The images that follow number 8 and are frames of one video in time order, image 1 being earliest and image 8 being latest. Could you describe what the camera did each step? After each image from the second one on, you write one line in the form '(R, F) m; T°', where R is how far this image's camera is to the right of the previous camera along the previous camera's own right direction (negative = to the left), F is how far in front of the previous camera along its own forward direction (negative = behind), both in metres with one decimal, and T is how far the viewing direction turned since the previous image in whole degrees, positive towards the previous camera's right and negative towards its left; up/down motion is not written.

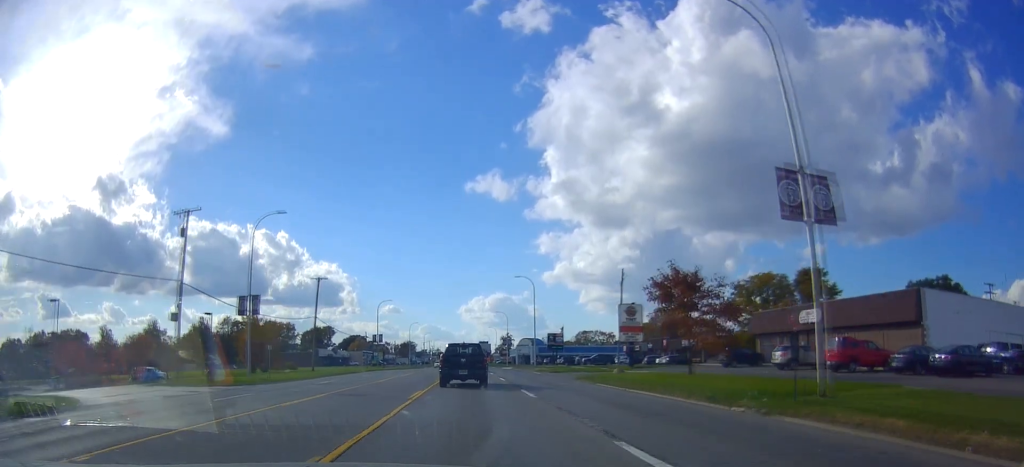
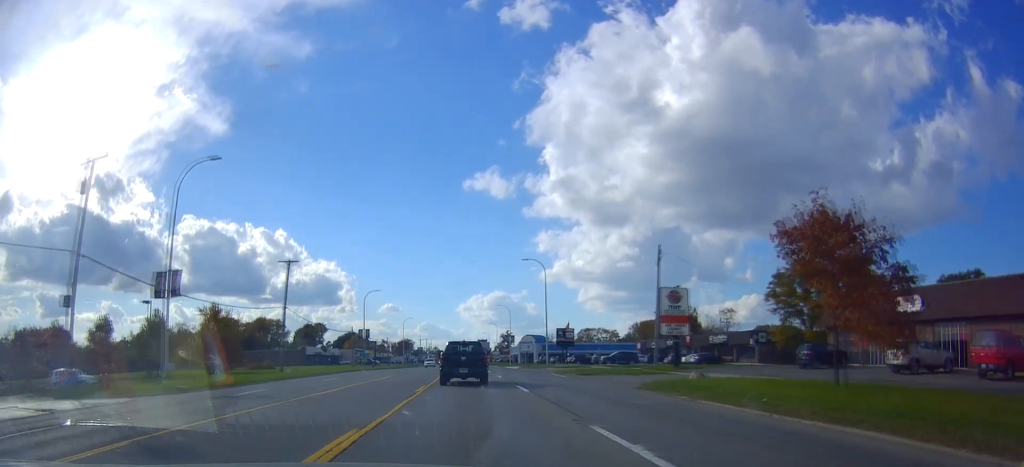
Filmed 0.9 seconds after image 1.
(-0.3, +12.6) m; -2°
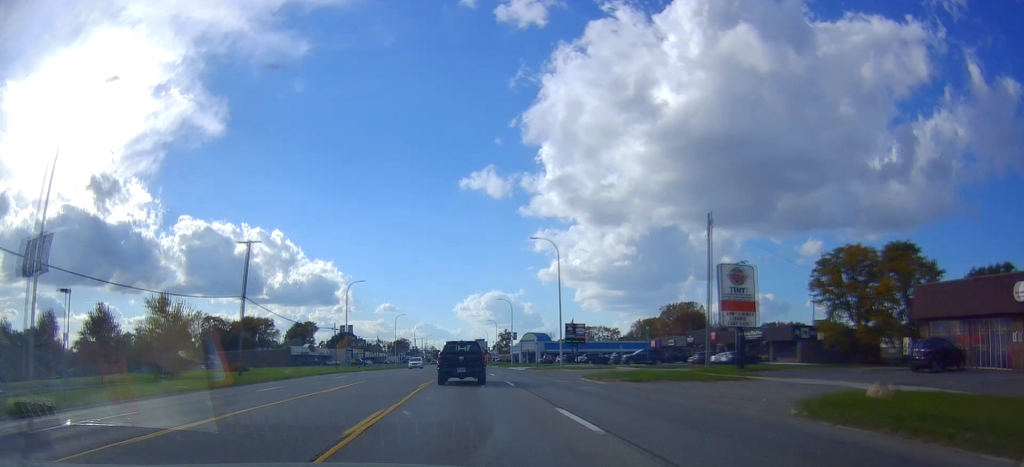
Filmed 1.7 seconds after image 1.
(-0.2, +11.8) m; -1°
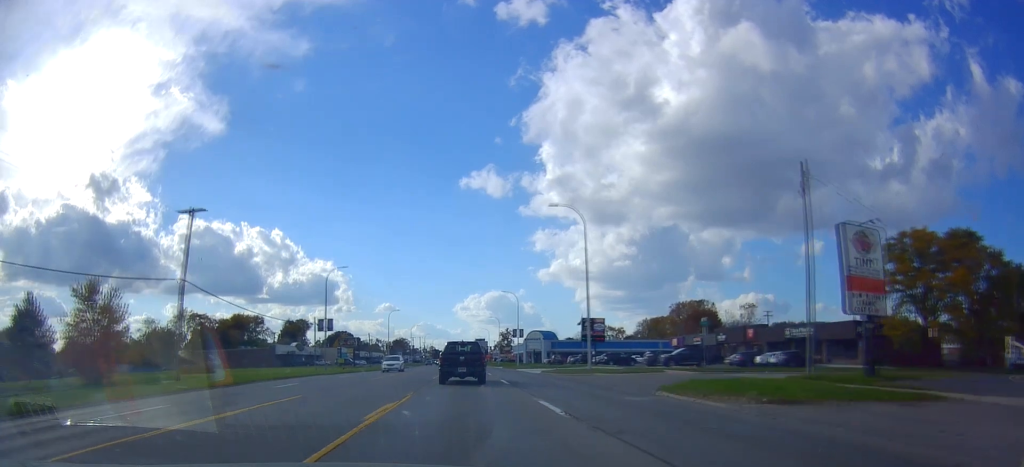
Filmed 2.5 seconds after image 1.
(0.0, +12.8) m; 0°
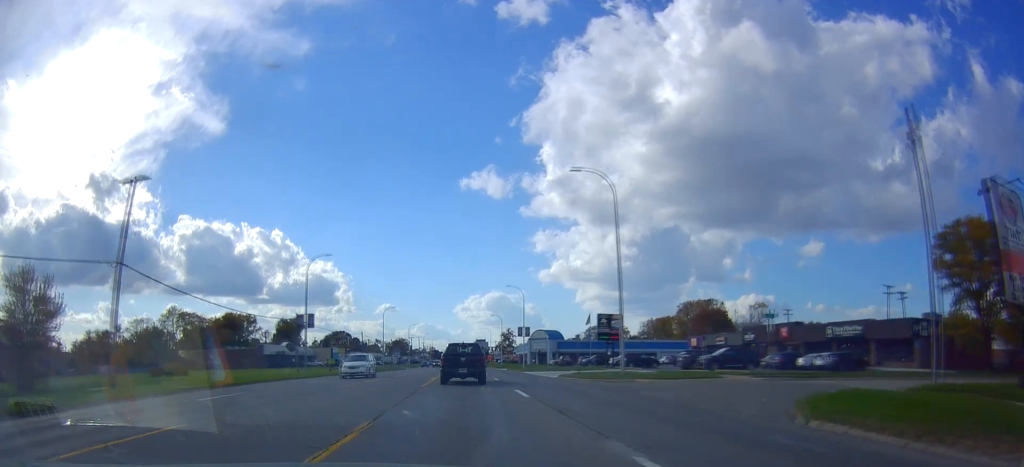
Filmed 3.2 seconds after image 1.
(-0.1, +9.3) m; +1°
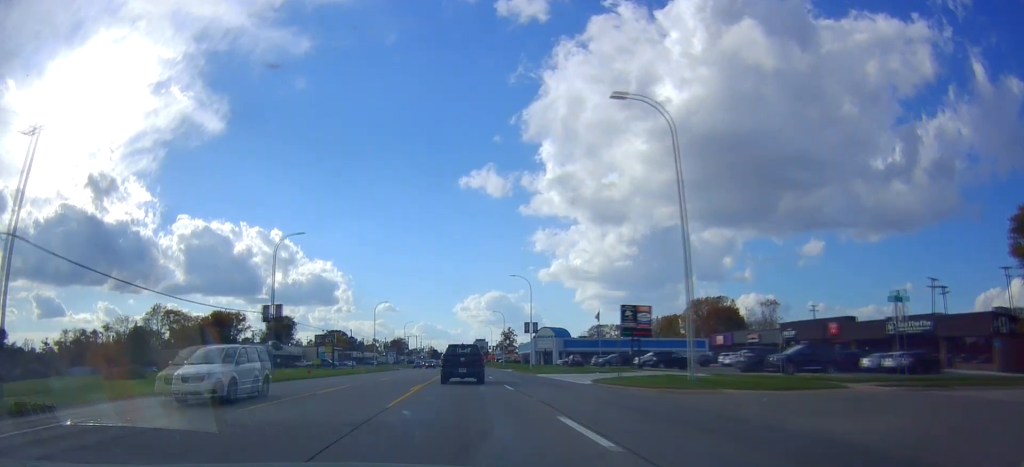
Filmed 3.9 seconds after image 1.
(+0.3, +11.0) m; 0°
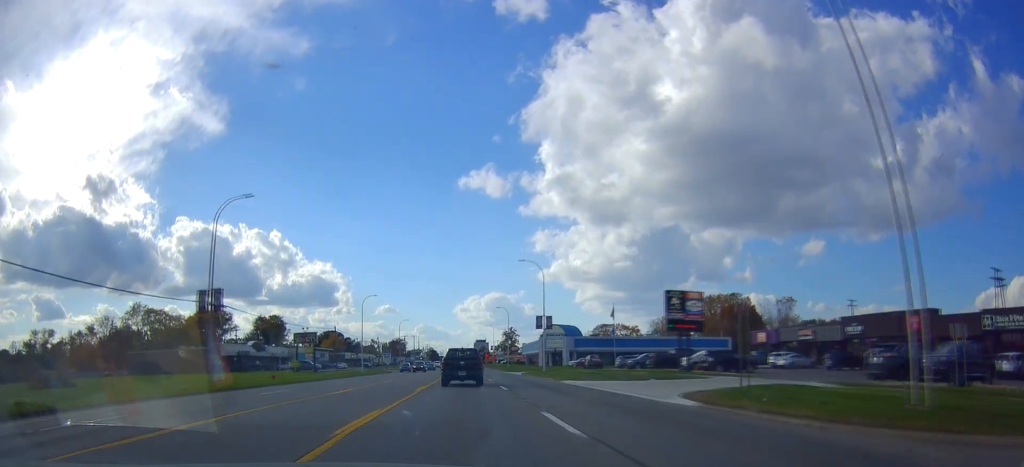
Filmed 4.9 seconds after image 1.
(-0.1, +13.2) m; 0°
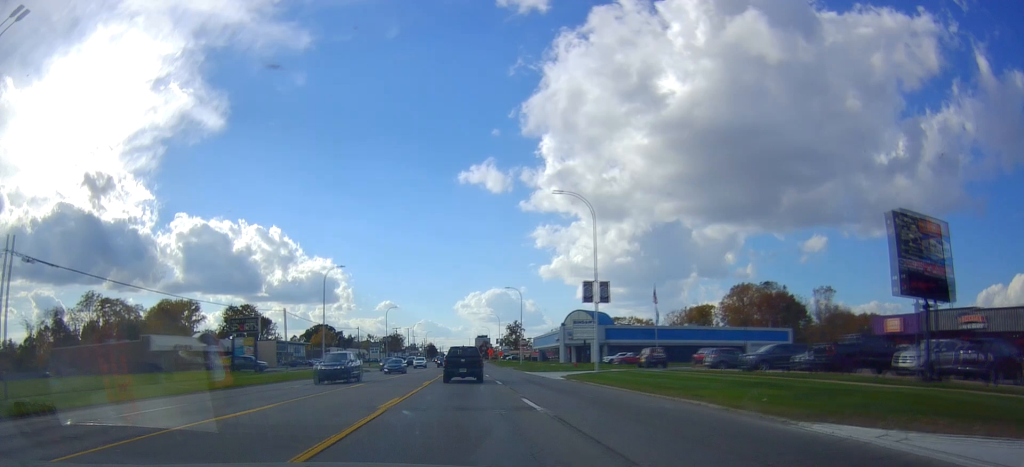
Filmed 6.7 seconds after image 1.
(+0.5, +25.5) m; +2°
